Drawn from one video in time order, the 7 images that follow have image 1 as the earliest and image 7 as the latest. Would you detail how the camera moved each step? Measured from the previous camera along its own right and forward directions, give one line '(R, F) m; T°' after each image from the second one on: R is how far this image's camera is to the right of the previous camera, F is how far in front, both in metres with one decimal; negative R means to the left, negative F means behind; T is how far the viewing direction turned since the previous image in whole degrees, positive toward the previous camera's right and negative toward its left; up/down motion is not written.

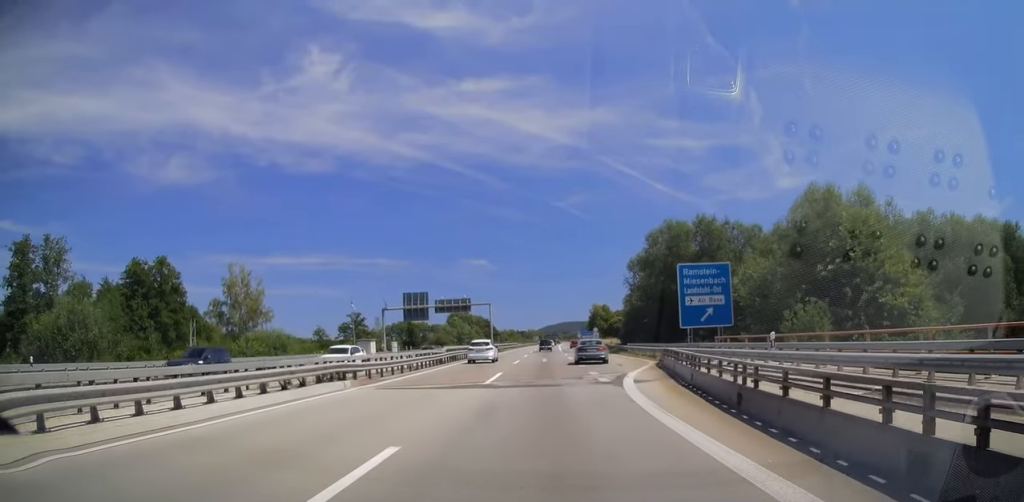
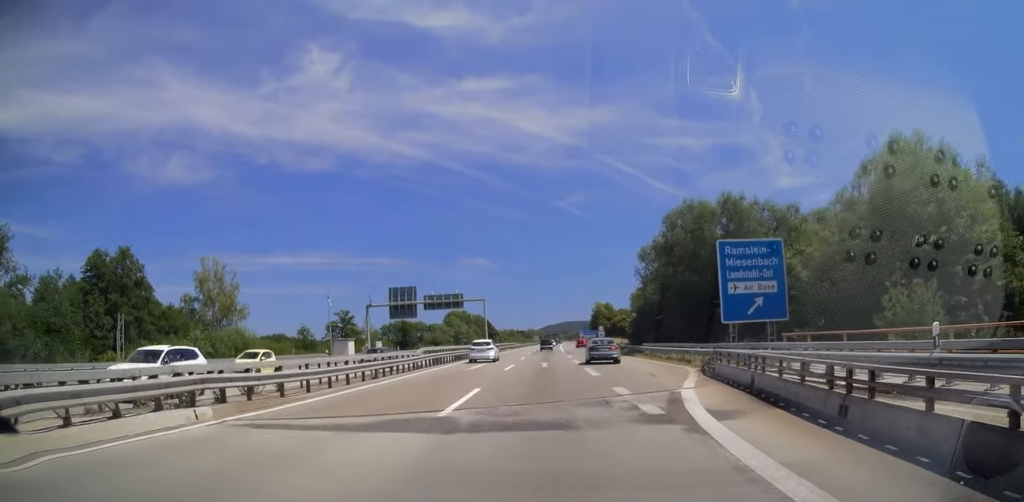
(+0.2, +8.3) m; 0°
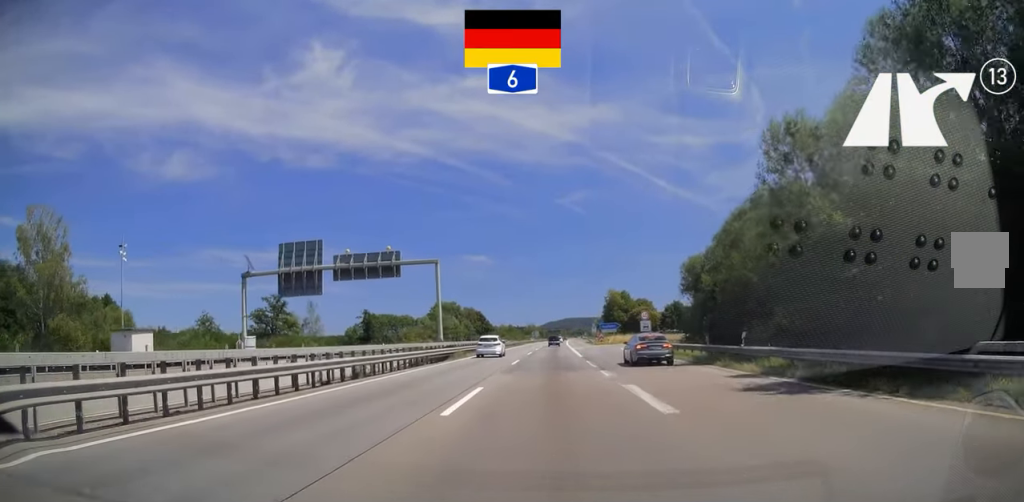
(-0.5, +35.1) m; -1°
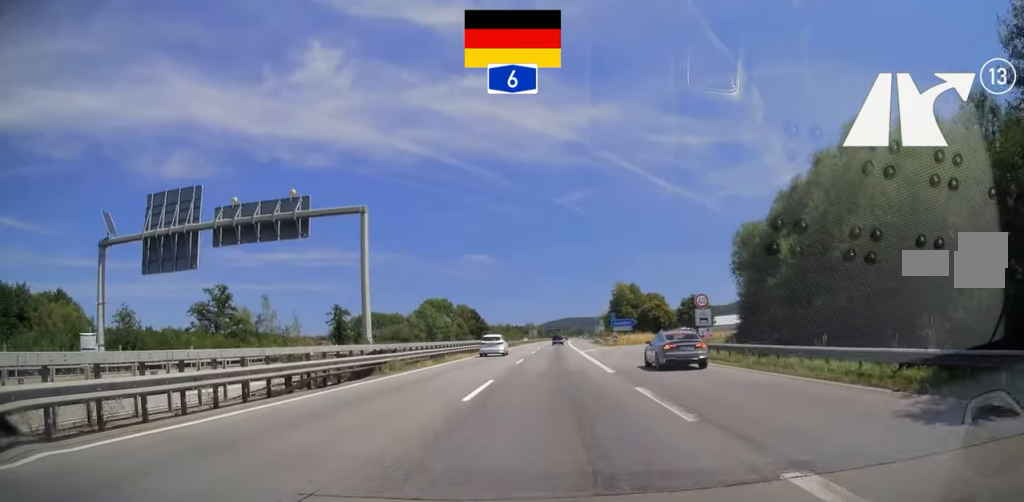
(0.0, +17.6) m; 0°
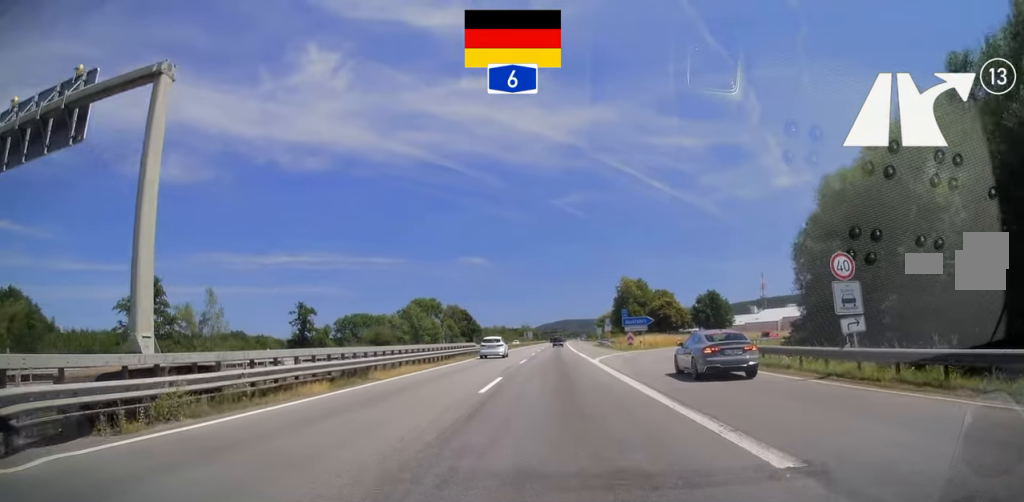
(0.0, +15.3) m; 0°
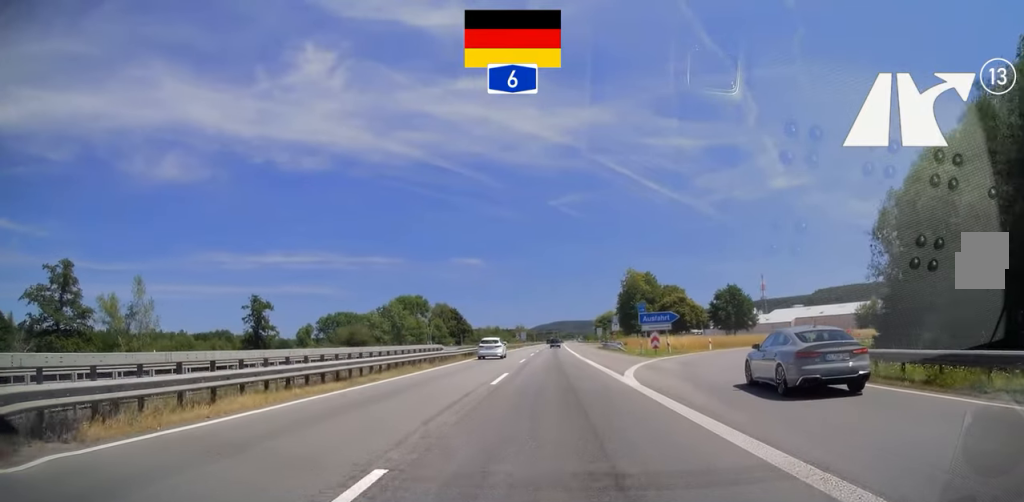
(0.0, +15.0) m; 0°
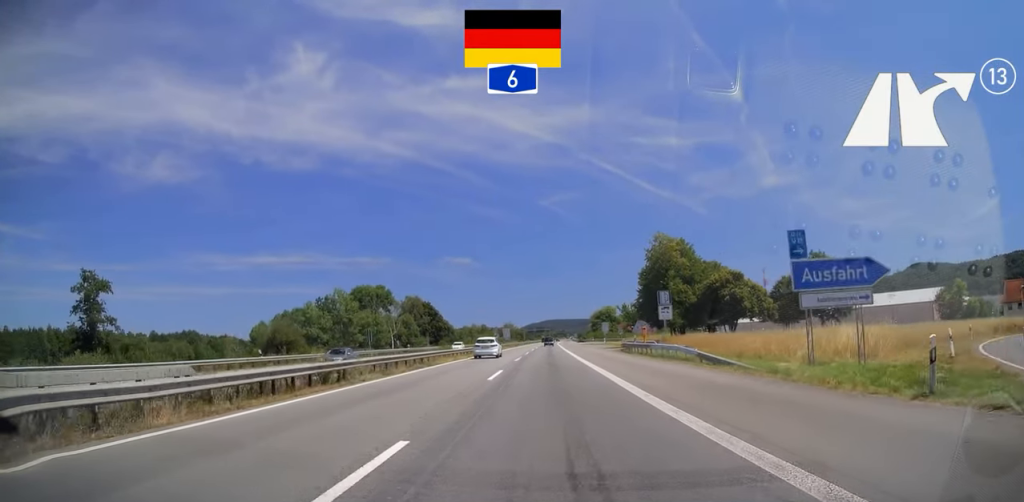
(+0.3, +34.0) m; +2°
